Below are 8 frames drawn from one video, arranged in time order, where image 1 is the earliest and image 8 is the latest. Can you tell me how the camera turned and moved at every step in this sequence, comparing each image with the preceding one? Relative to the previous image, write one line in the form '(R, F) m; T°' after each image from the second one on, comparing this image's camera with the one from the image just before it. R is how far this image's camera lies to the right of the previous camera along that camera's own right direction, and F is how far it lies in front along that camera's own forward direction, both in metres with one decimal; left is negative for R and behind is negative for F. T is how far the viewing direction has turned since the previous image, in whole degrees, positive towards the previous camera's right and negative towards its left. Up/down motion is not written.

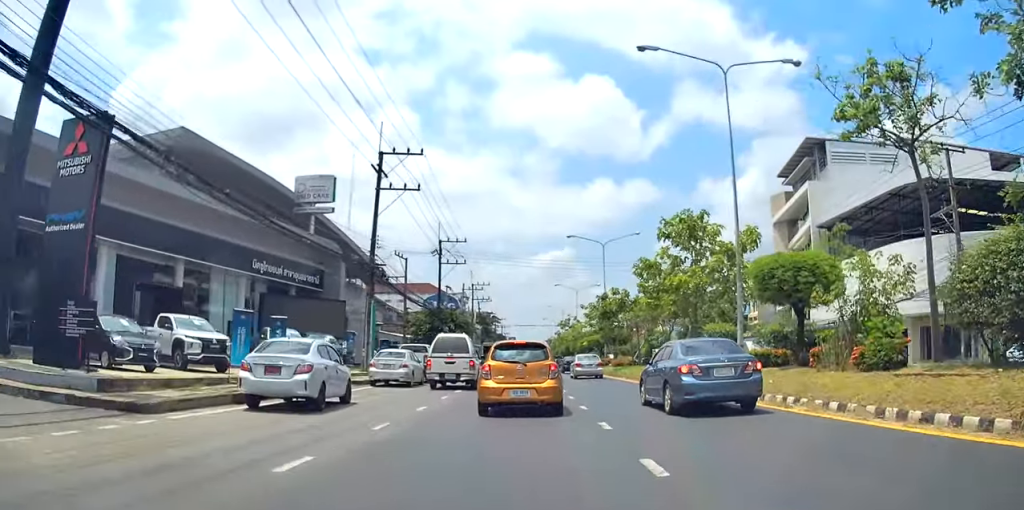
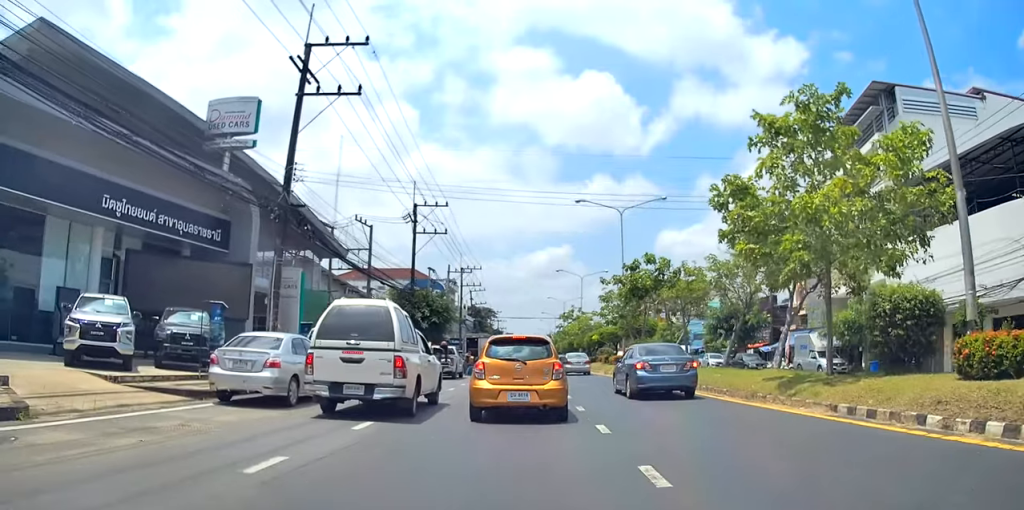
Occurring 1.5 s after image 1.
(+0.7, +13.9) m; 0°
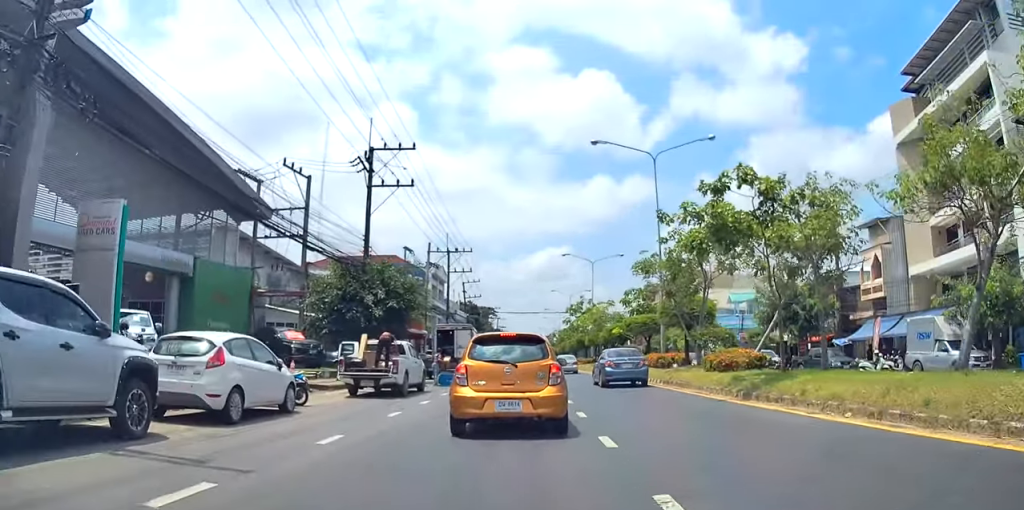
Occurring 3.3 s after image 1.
(-0.3, +15.3) m; +2°
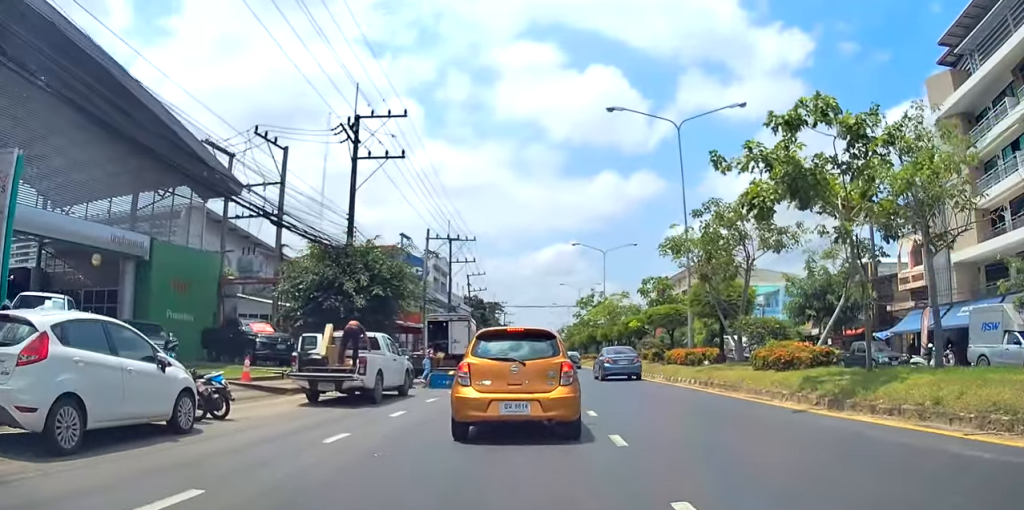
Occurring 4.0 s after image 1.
(0.0, +4.9) m; -1°
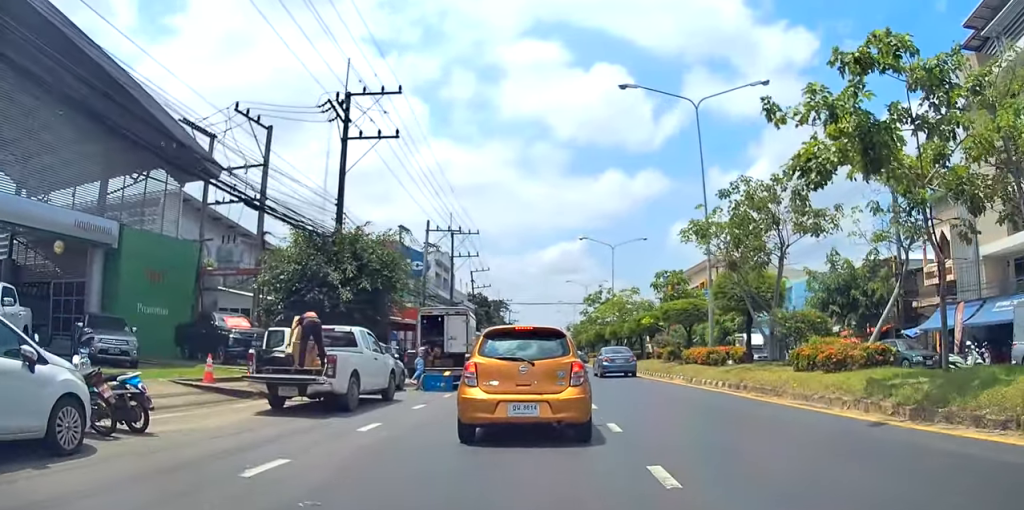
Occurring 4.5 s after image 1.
(0.0, +3.5) m; -1°
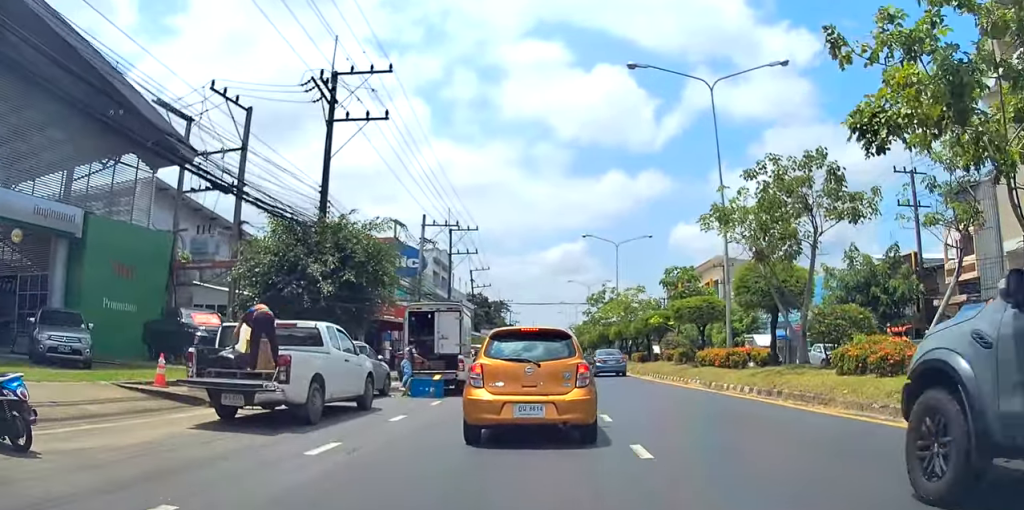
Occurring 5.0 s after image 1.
(-0.1, +3.1) m; -1°
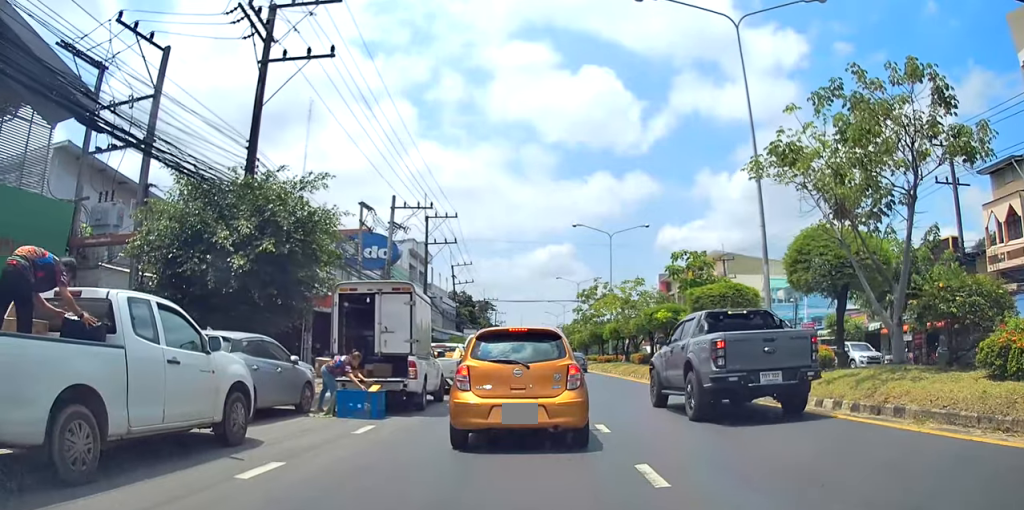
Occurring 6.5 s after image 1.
(-0.1, +7.8) m; 0°
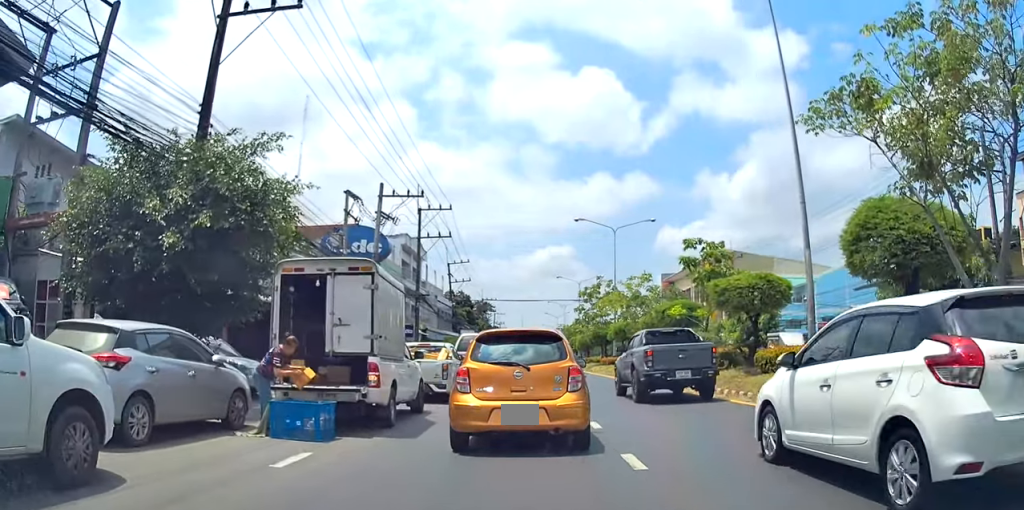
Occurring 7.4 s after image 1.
(+0.1, +4.3) m; -2°
